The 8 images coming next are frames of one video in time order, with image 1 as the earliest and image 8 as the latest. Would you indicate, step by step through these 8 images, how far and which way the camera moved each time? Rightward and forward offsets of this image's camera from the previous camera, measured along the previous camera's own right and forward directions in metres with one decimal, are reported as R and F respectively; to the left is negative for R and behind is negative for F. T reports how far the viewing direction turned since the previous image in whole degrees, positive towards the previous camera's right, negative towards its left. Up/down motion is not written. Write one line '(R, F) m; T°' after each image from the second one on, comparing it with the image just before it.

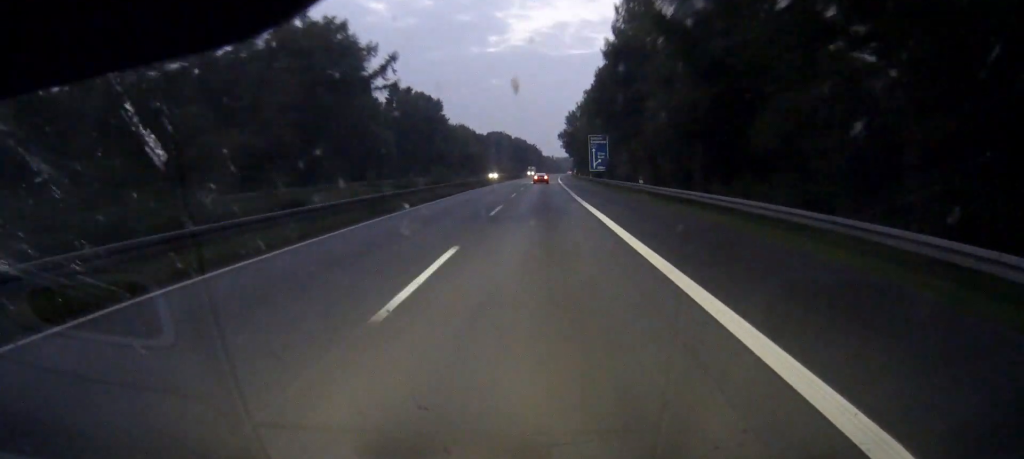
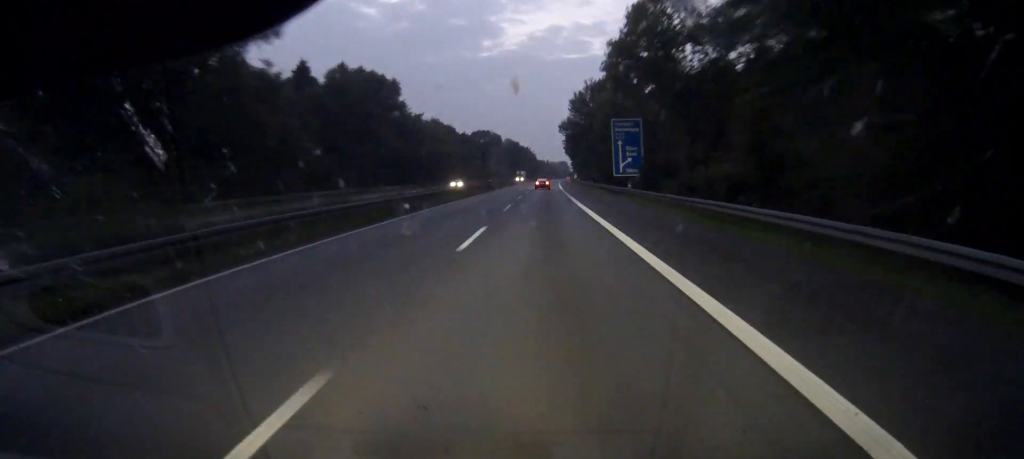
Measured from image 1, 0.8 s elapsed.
(+0.1, +45.6) m; 0°
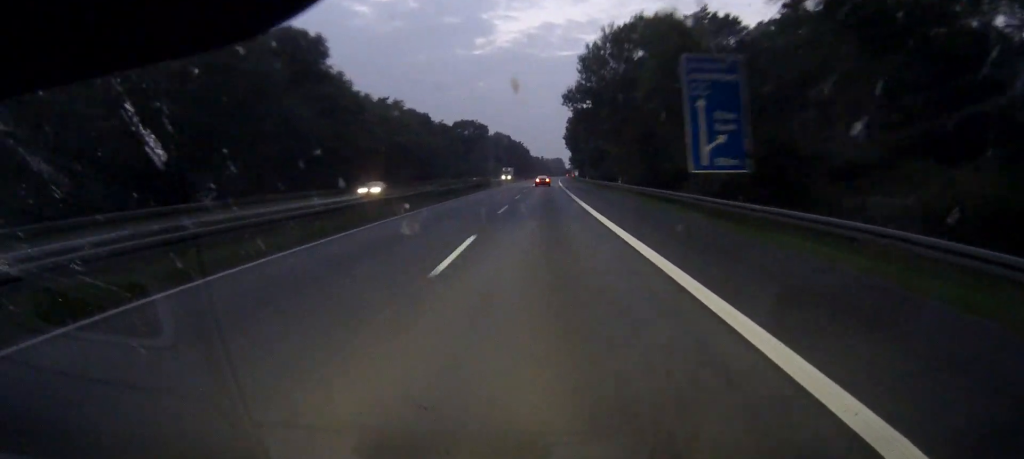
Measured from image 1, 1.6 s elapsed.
(+0.1, +40.1) m; 0°
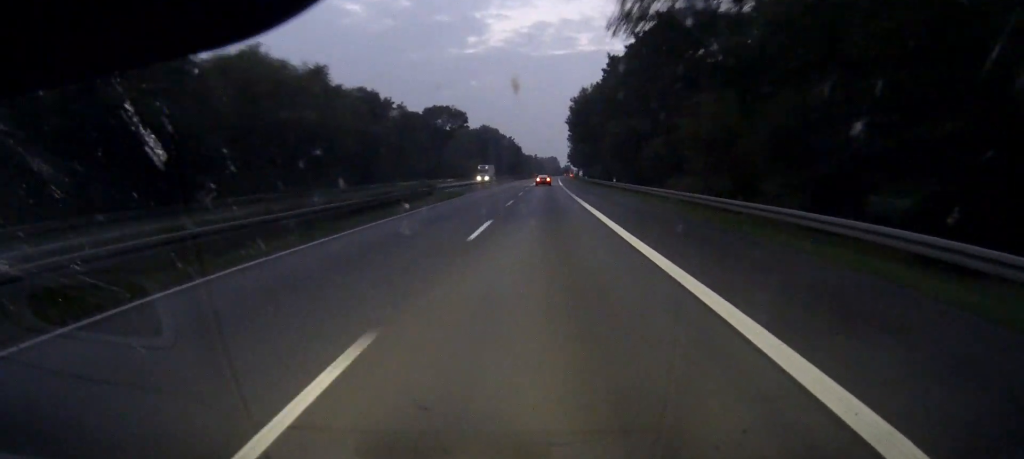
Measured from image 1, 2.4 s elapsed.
(+0.1, +47.3) m; 0°
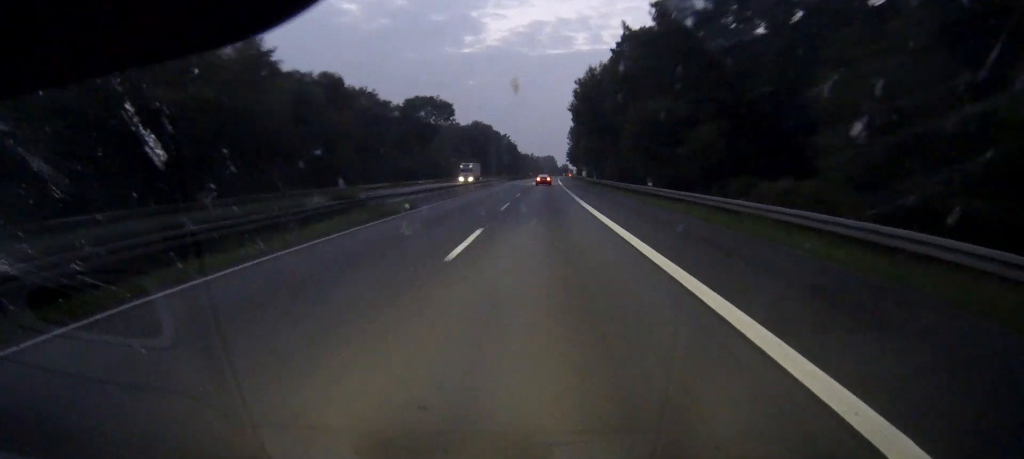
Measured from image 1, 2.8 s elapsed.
(0.0, +21.8) m; 0°
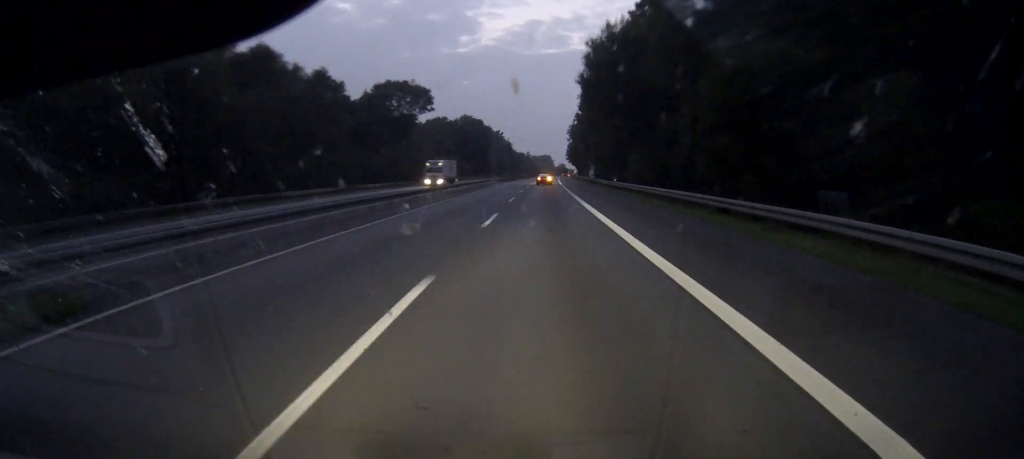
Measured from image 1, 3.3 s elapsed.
(+0.1, +27.1) m; 0°
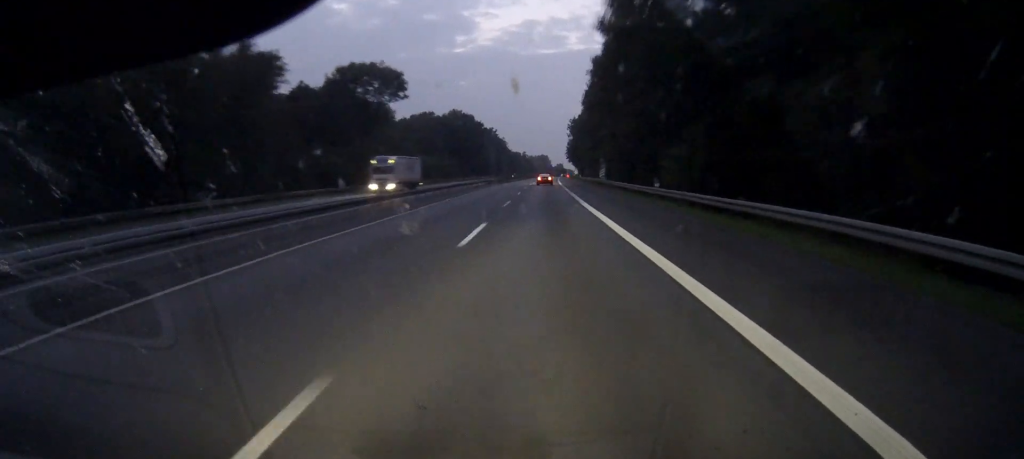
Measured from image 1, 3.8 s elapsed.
(0.0, +23.5) m; 0°
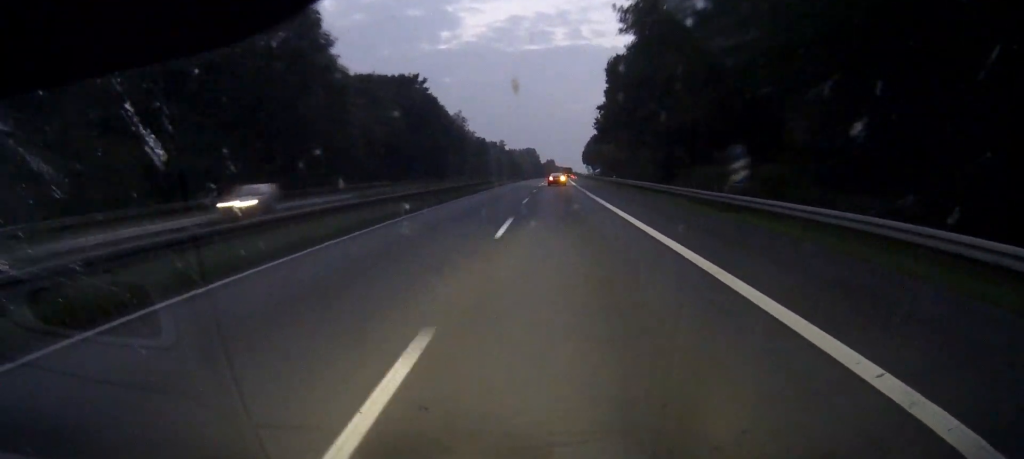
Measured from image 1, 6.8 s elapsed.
(+1.8, +157.6) m; +1°
